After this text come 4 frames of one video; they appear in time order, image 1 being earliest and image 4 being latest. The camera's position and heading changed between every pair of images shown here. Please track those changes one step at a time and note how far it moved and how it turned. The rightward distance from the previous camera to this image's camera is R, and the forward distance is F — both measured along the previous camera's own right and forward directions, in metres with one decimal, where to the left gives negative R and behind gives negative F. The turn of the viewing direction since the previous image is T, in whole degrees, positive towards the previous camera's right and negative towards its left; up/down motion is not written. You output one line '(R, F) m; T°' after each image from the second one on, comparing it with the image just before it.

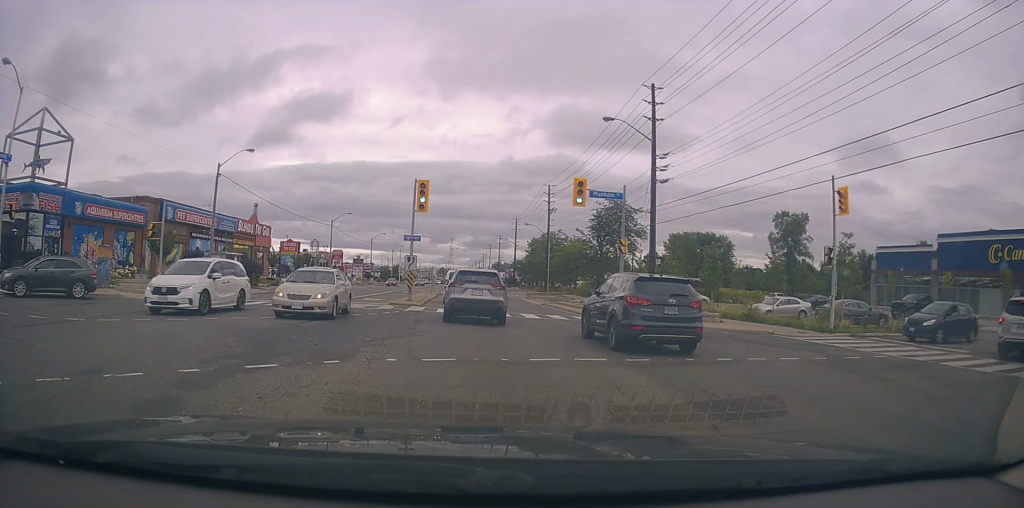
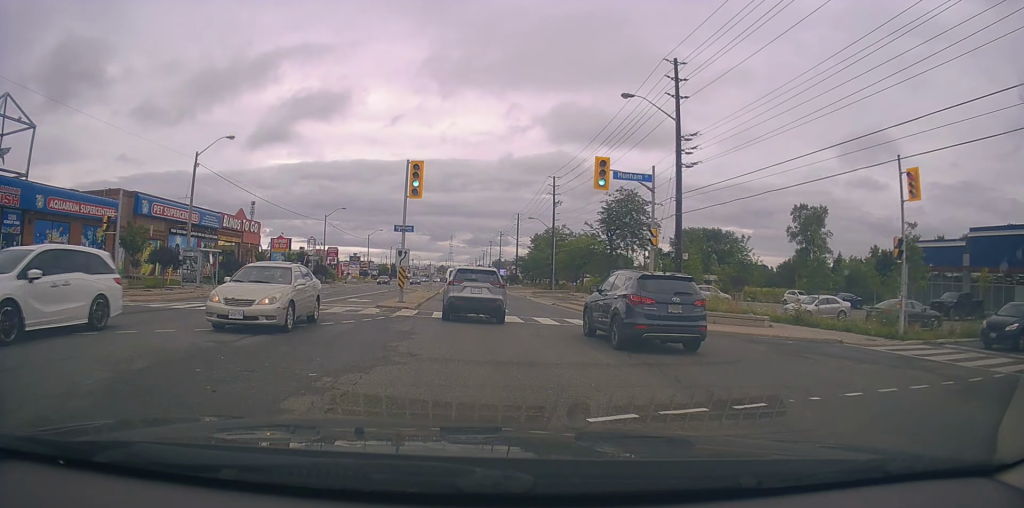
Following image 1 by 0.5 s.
(+0.2, +4.1) m; +2°
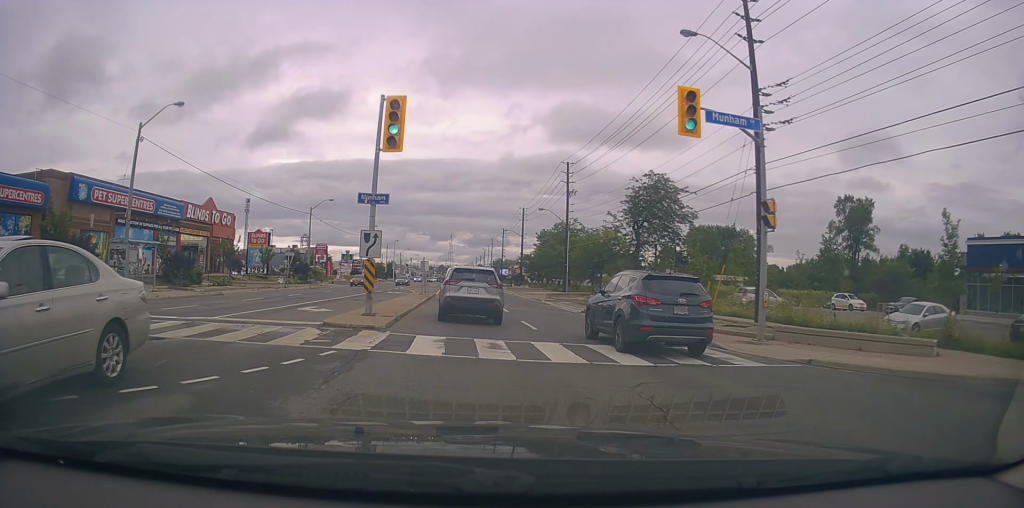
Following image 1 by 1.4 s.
(+0.1, +8.7) m; +1°
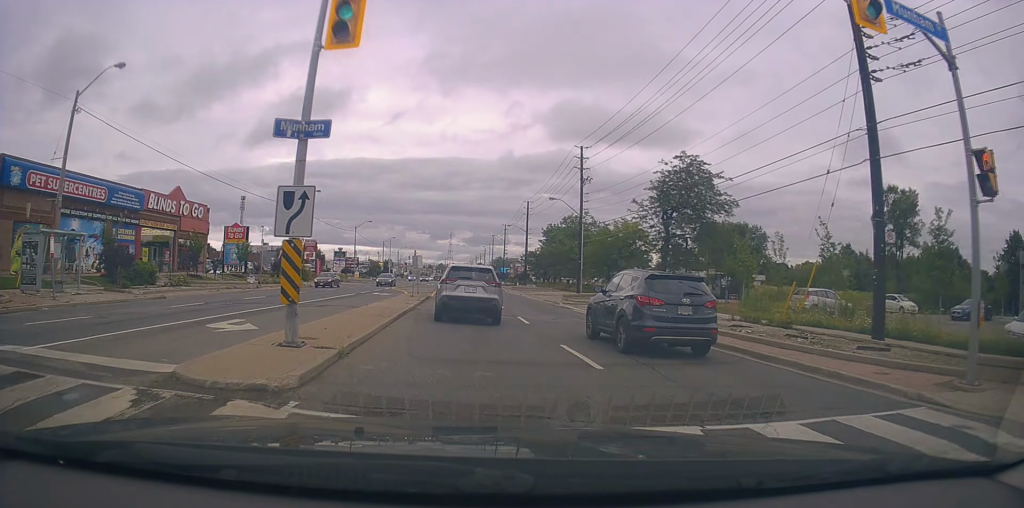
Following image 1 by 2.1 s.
(0.0, +7.1) m; -1°
